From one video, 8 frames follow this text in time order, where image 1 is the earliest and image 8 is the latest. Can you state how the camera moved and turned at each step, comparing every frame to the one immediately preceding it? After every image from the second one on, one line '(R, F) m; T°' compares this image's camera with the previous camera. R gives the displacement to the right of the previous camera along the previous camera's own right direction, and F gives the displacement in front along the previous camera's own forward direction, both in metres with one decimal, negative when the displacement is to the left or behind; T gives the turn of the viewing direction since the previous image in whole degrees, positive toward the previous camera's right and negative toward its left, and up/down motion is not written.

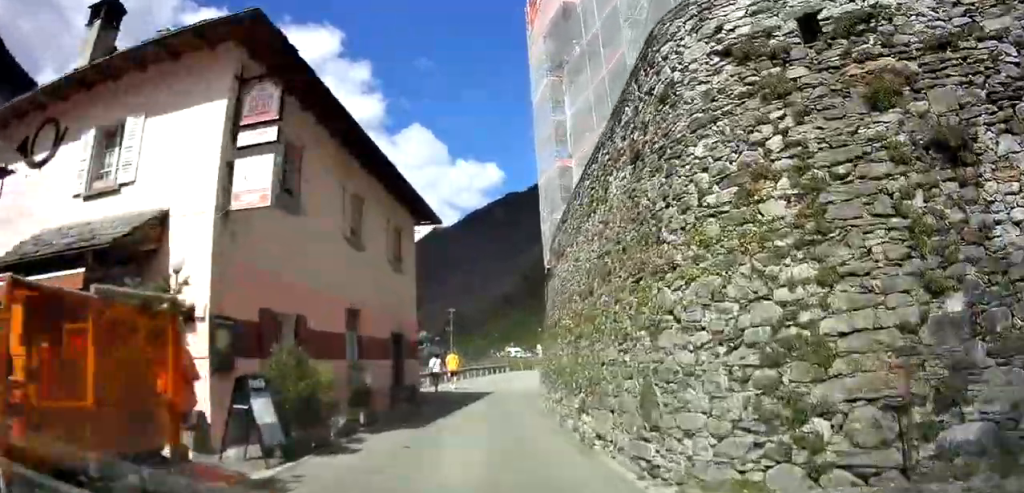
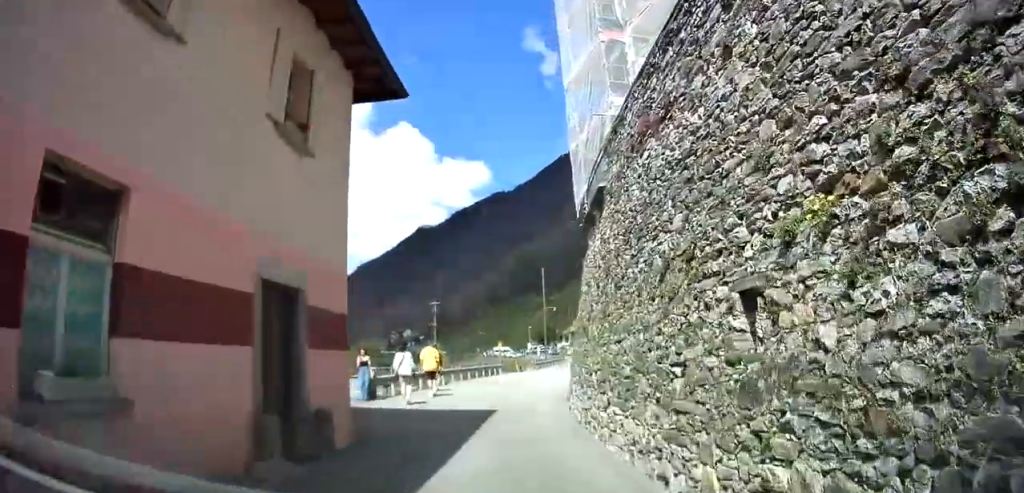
(+0.1, +9.9) m; 0°
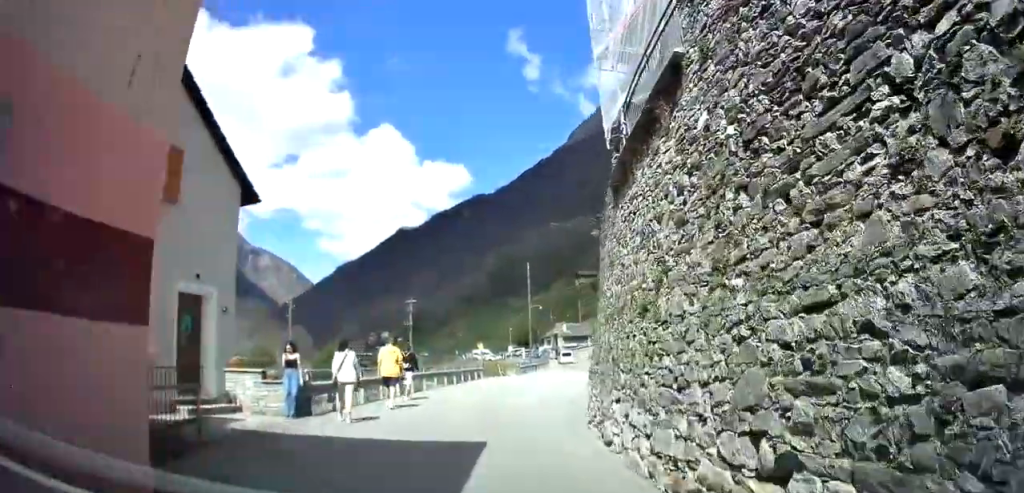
(0.0, +5.5) m; 0°
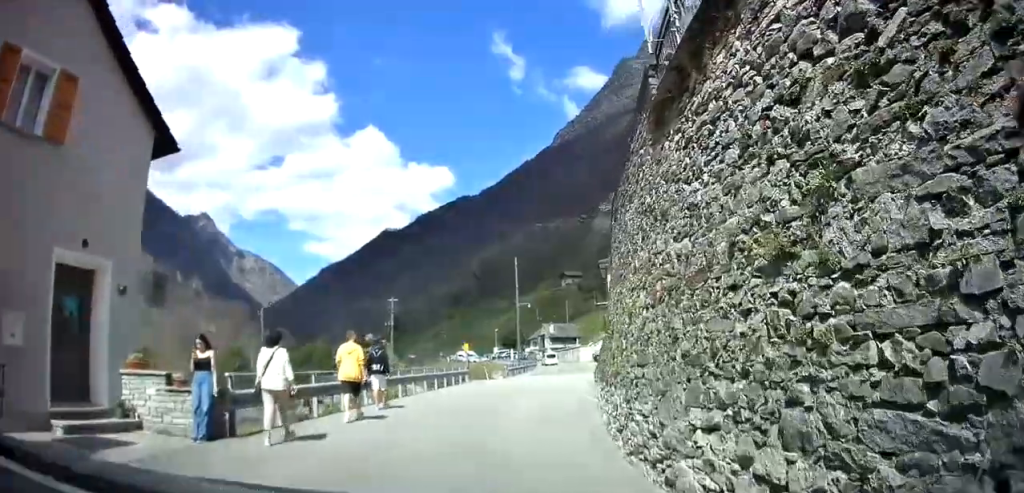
(-0.1, +4.0) m; 0°
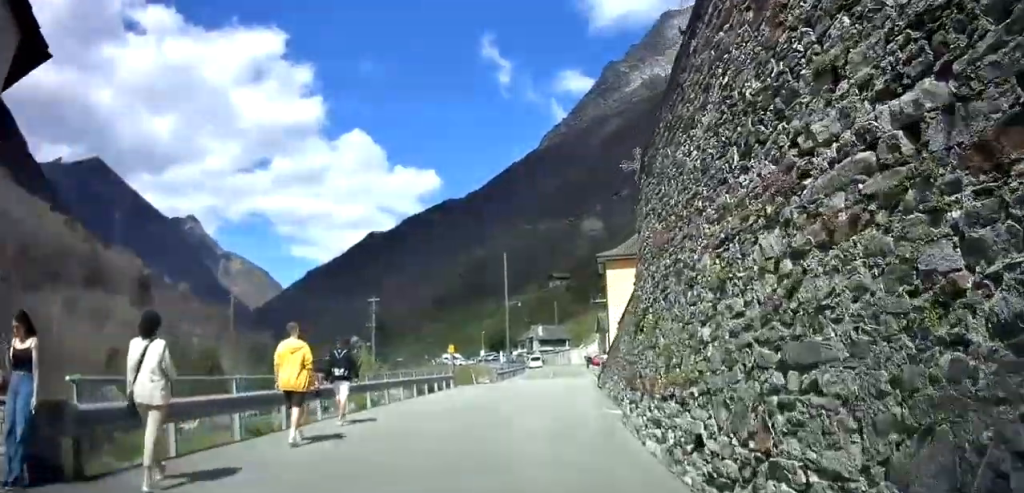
(+0.1, +4.2) m; +1°
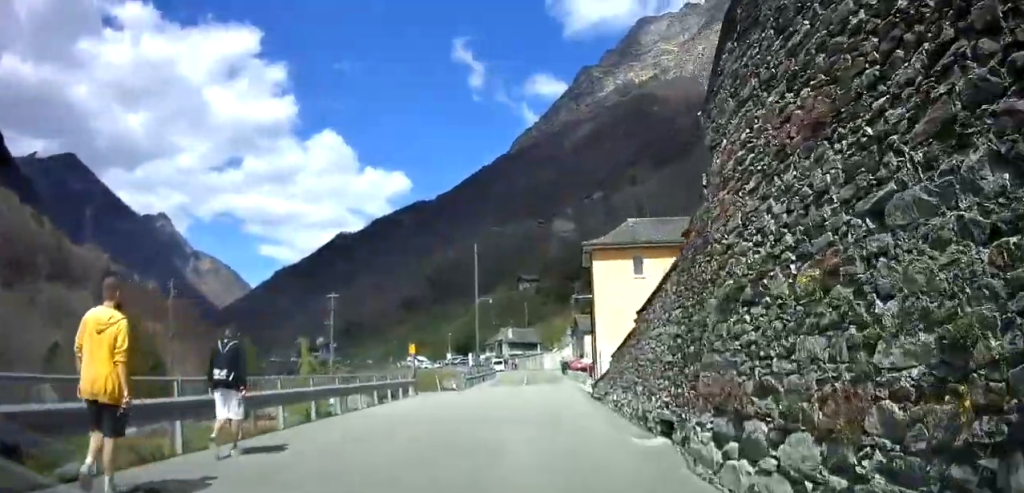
(+0.1, +5.9) m; +3°
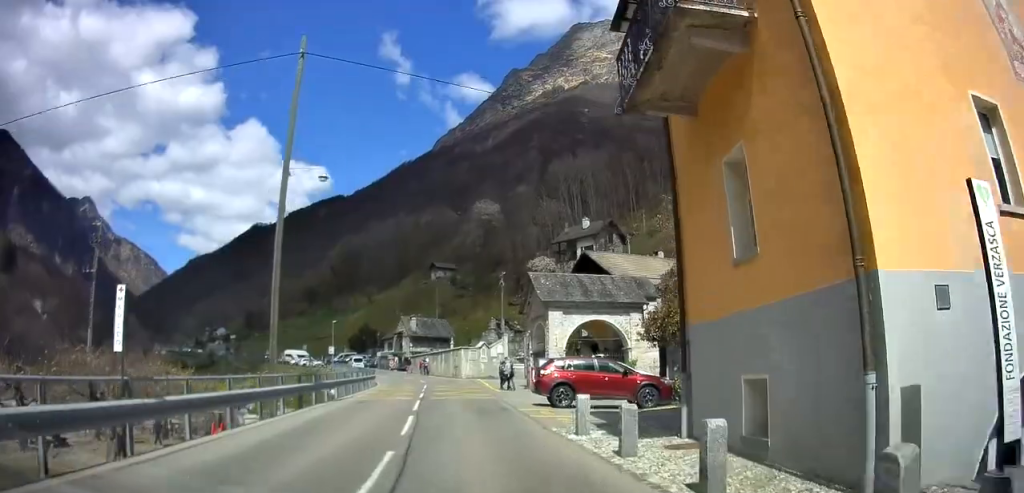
(+4.5, +28.6) m; +22°
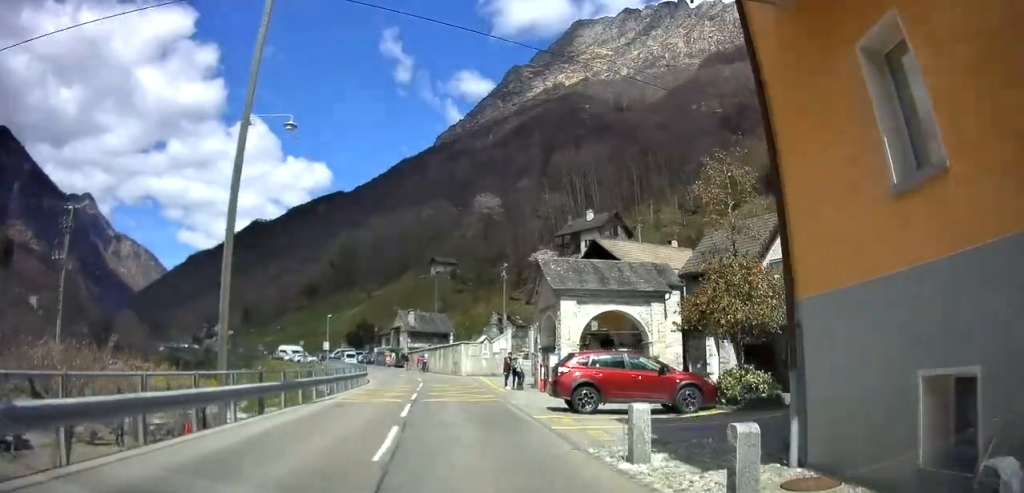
(0.0, +3.6) m; 0°
